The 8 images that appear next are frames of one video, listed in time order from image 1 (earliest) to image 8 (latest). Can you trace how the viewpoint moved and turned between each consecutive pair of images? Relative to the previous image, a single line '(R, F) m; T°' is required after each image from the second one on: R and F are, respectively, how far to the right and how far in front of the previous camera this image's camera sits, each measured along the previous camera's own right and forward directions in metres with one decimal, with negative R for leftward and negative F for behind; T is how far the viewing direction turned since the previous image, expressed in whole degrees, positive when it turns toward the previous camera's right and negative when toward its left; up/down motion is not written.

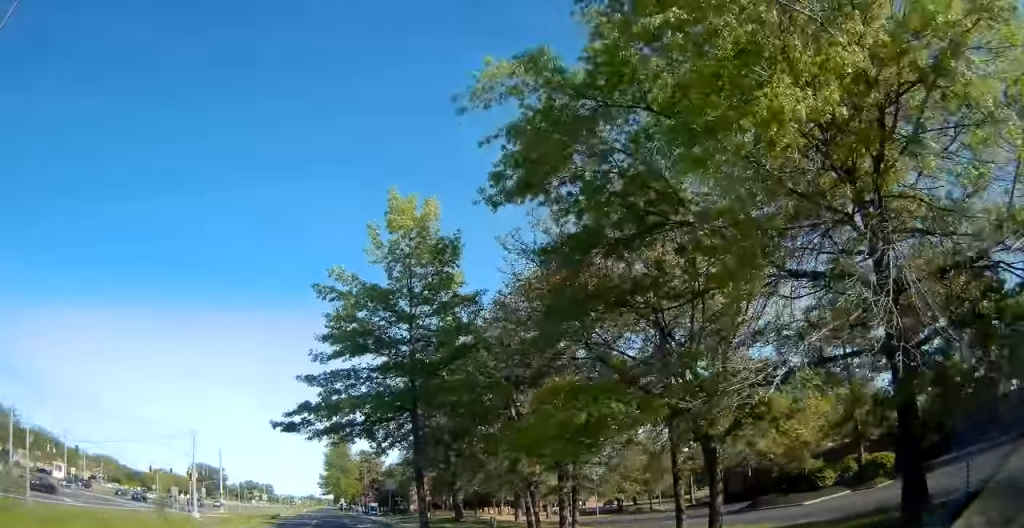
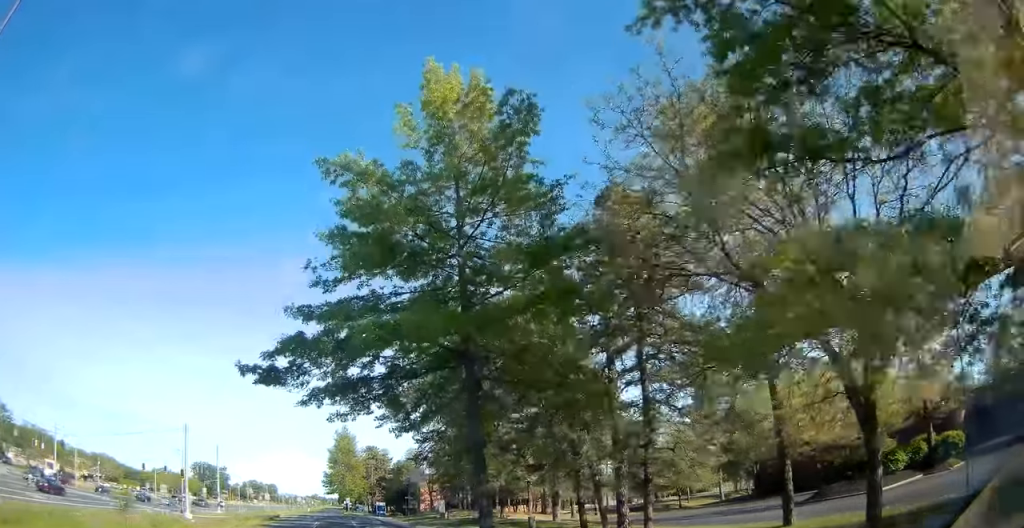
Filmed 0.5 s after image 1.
(+0.1, +6.8) m; 0°
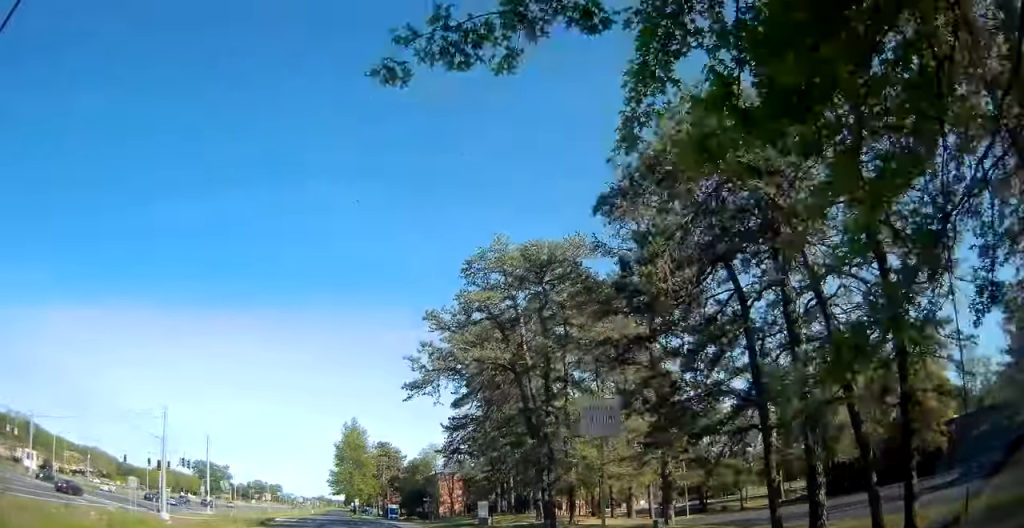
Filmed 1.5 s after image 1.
(+0.1, +12.7) m; 0°
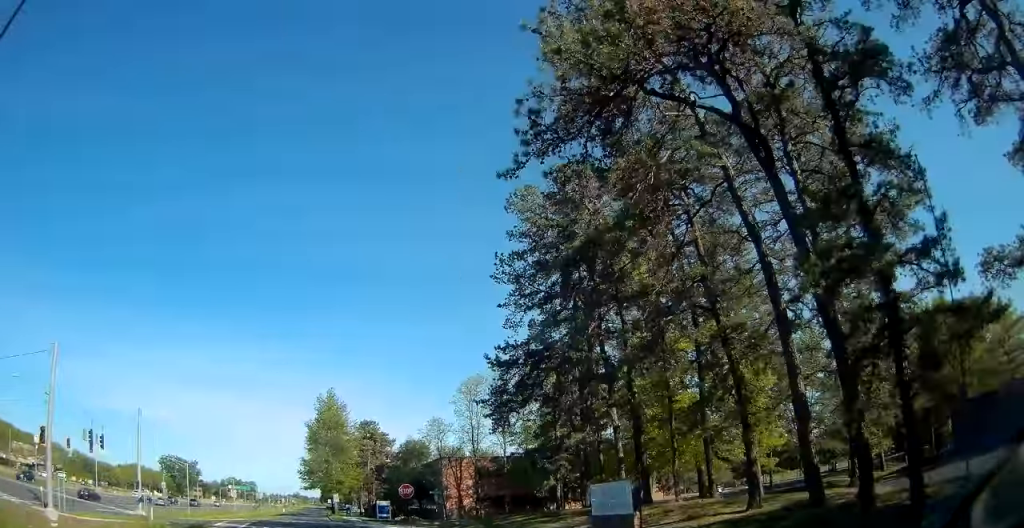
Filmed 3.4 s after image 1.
(0.0, +23.7) m; +2°
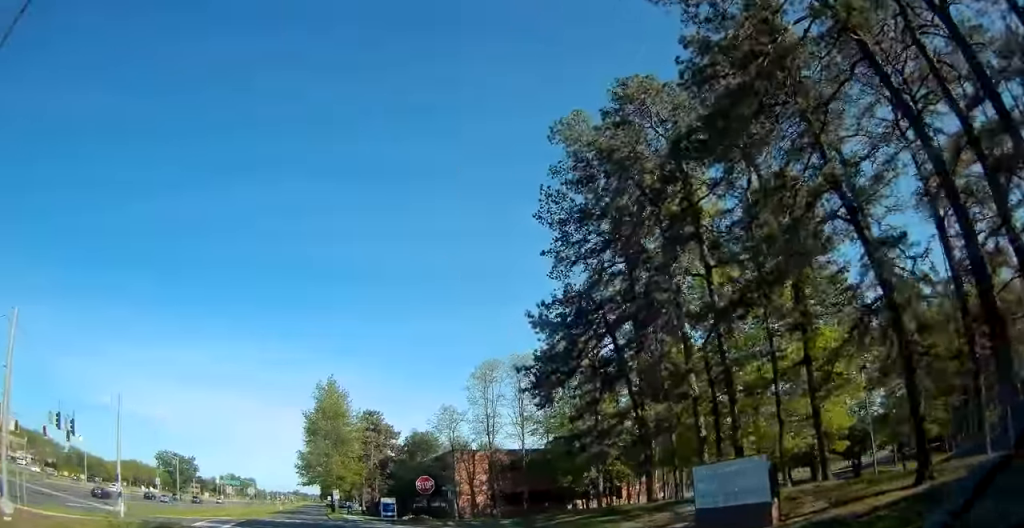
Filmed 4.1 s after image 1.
(+0.1, +6.9) m; +1°
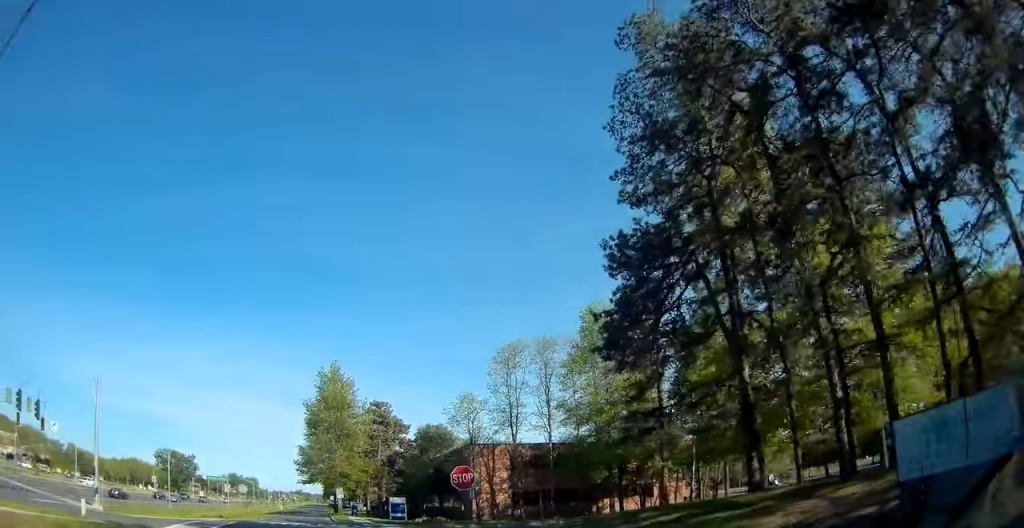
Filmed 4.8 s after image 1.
(+0.1, +7.4) m; 0°
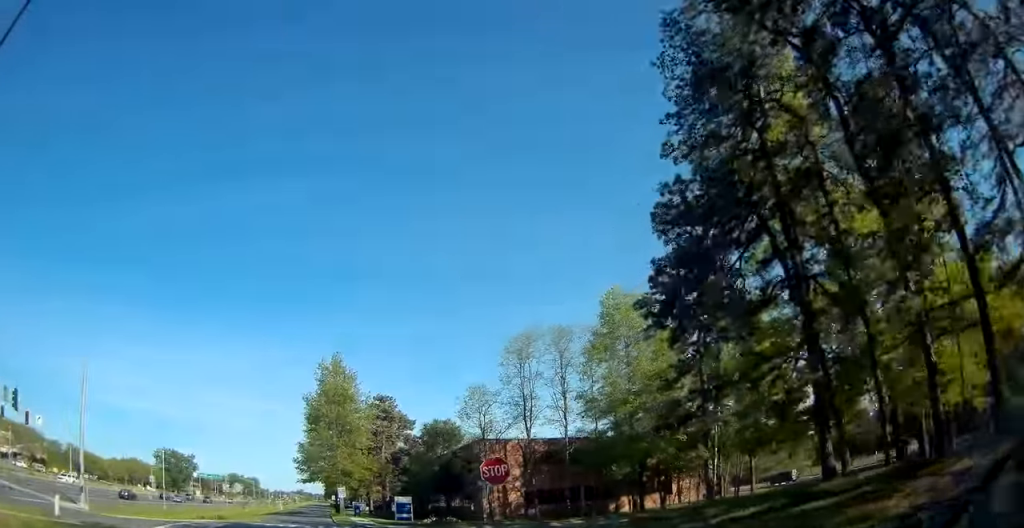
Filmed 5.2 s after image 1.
(-0.1, +3.7) m; -1°
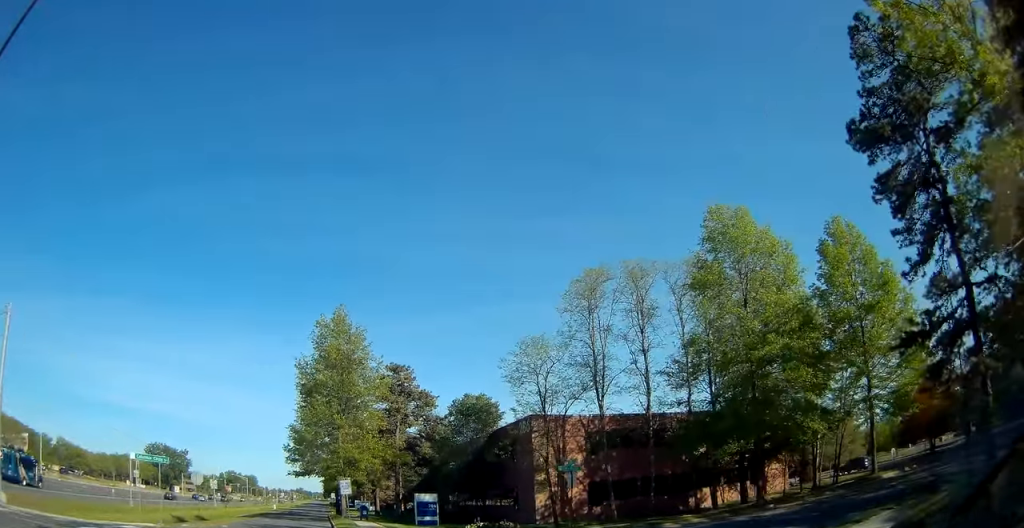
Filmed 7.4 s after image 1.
(-0.3, +16.9) m; -3°
